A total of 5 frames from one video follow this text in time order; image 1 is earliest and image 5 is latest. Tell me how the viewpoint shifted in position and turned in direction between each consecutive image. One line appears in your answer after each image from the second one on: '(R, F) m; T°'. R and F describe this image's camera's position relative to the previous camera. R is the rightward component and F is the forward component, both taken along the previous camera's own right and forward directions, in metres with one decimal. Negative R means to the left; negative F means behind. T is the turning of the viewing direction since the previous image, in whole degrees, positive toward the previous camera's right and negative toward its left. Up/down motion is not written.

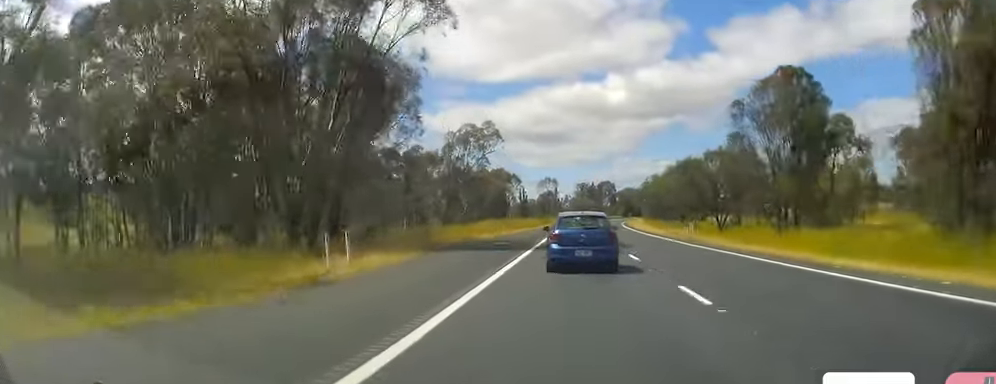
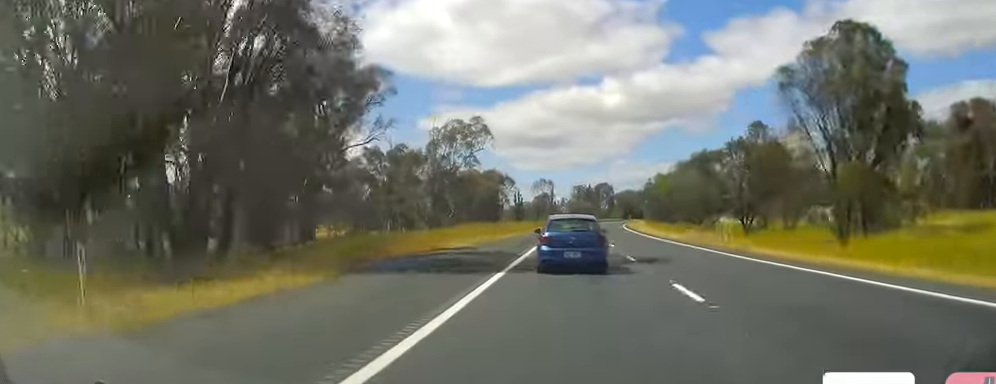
(0.0, +11.5) m; 0°
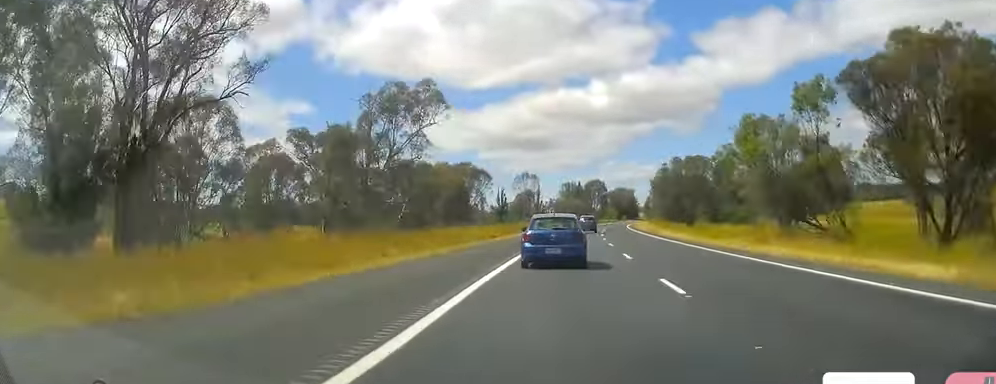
(+0.1, +34.7) m; 0°
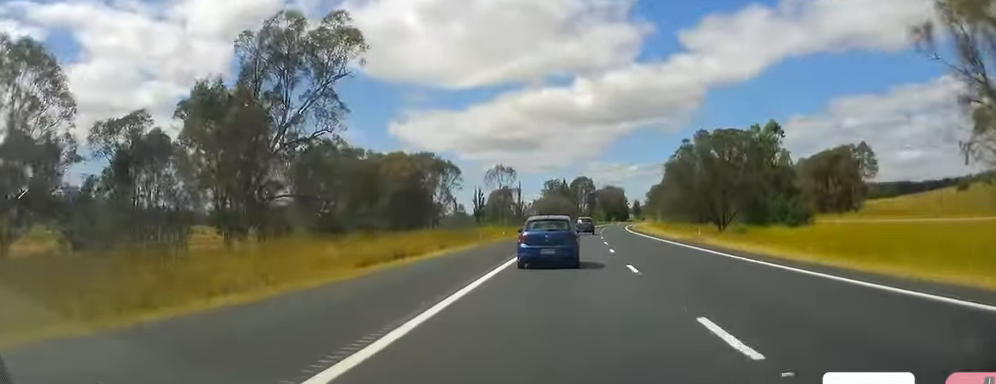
(-0.1, +29.8) m; 0°
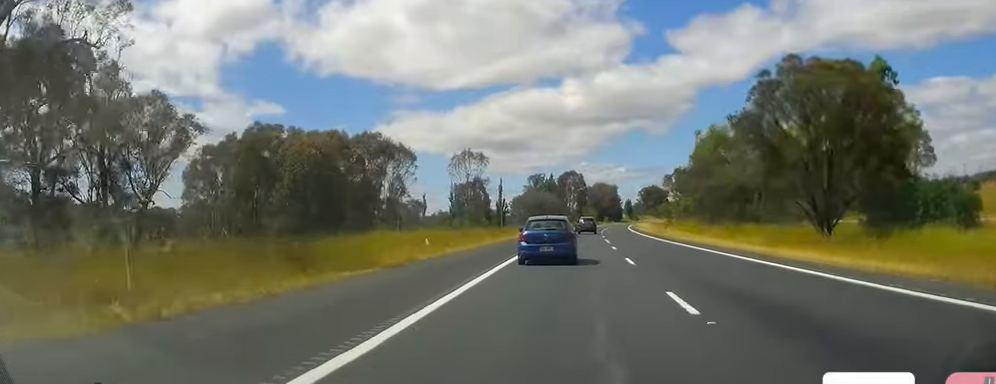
(+0.4, +32.8) m; +2°
